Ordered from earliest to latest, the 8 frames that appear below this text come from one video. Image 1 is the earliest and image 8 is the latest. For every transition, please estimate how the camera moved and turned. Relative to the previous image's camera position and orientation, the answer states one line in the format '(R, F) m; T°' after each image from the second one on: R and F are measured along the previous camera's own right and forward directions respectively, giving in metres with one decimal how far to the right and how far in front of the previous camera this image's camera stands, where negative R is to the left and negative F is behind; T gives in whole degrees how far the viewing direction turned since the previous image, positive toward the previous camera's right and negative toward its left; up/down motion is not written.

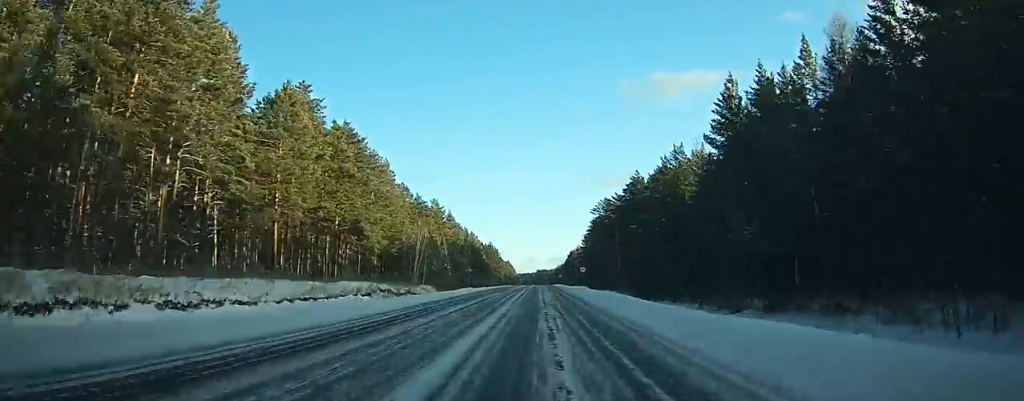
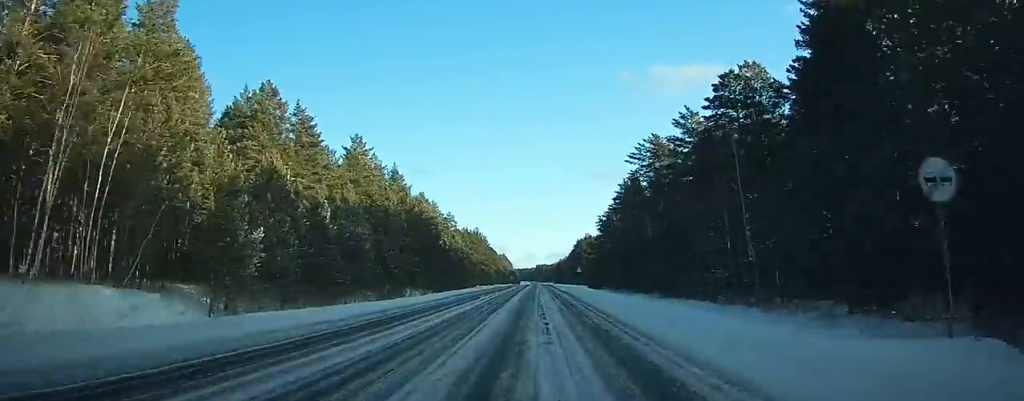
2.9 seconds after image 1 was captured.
(+0.5, +72.3) m; +1°
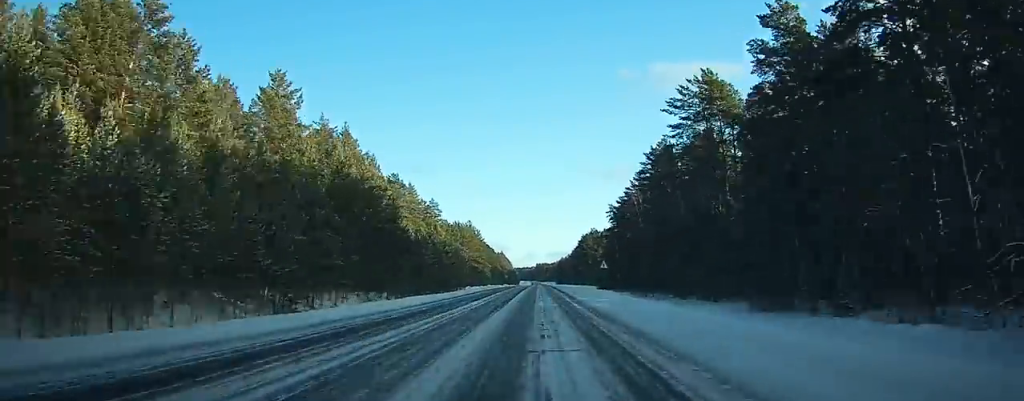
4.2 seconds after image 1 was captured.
(-0.1, +31.3) m; 0°
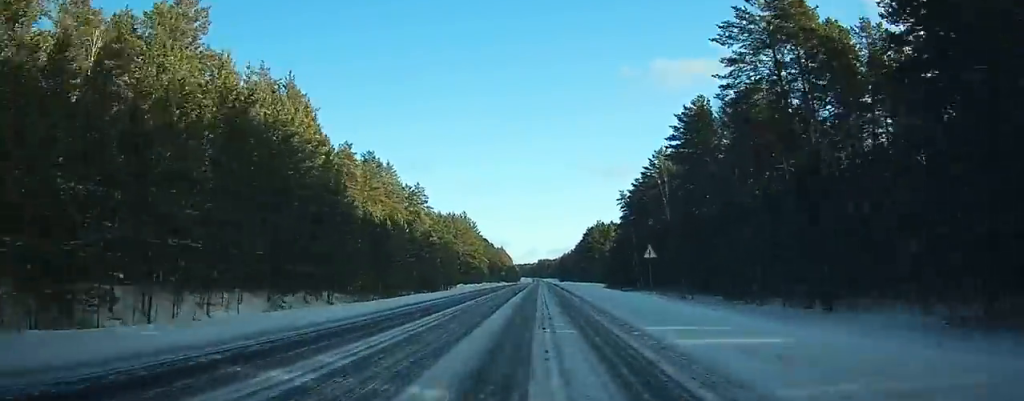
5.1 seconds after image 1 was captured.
(0.0, +21.4) m; 0°
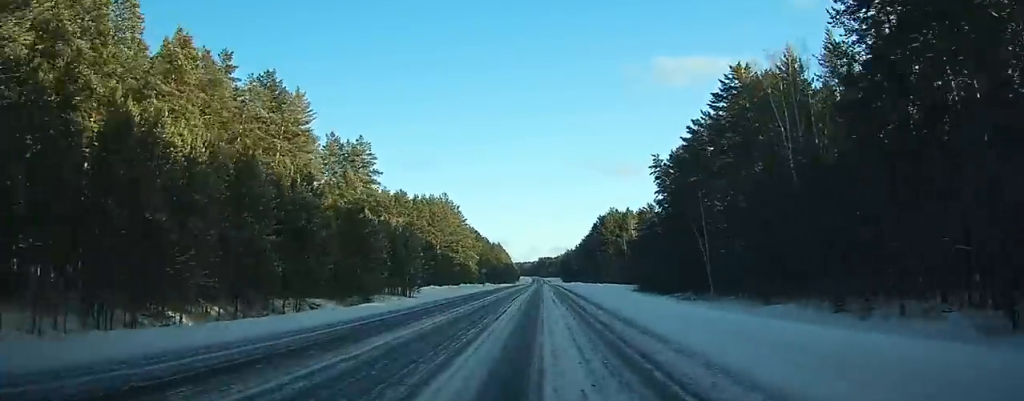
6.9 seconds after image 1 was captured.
(-0.1, +46.0) m; 0°
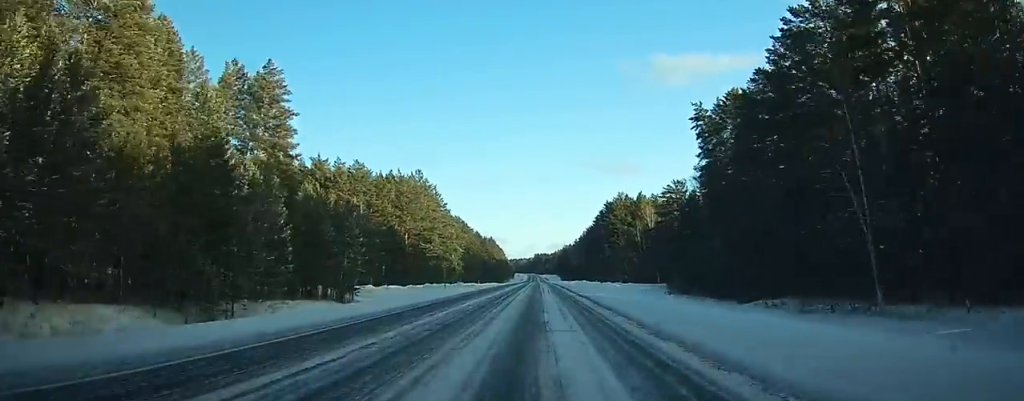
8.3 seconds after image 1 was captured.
(-0.1, +32.8) m; 0°
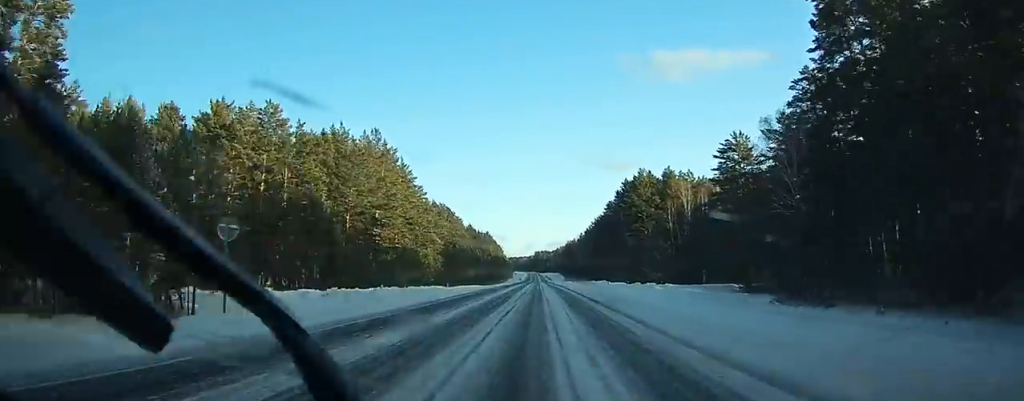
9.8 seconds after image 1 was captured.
(0.0, +37.5) m; 0°
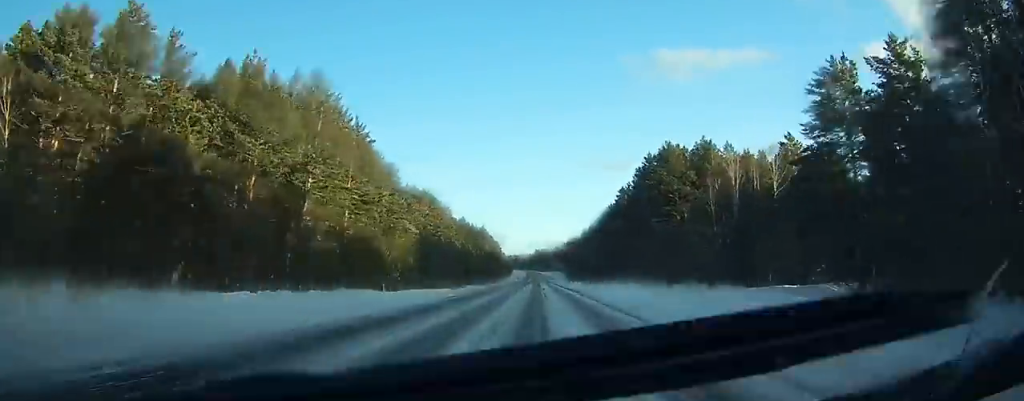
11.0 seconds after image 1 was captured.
(0.0, +29.3) m; 0°
